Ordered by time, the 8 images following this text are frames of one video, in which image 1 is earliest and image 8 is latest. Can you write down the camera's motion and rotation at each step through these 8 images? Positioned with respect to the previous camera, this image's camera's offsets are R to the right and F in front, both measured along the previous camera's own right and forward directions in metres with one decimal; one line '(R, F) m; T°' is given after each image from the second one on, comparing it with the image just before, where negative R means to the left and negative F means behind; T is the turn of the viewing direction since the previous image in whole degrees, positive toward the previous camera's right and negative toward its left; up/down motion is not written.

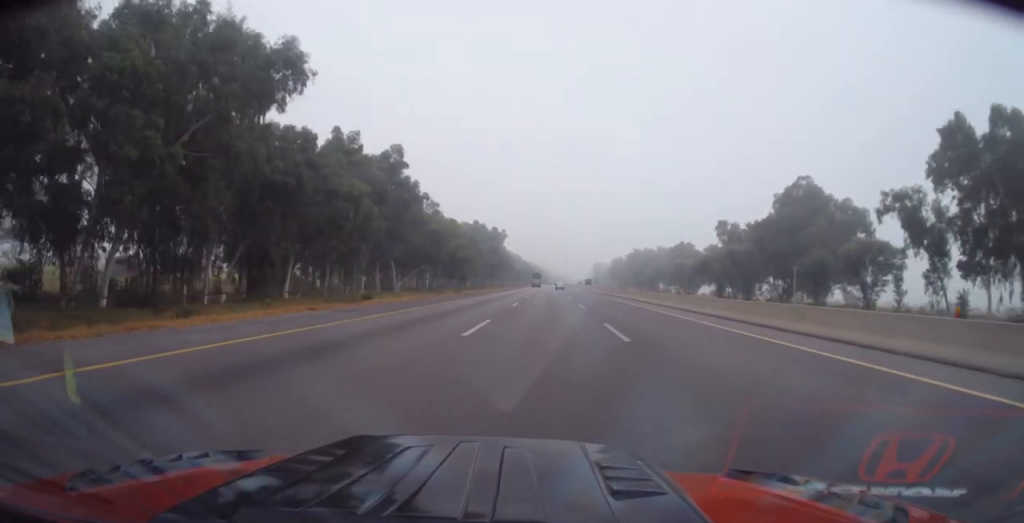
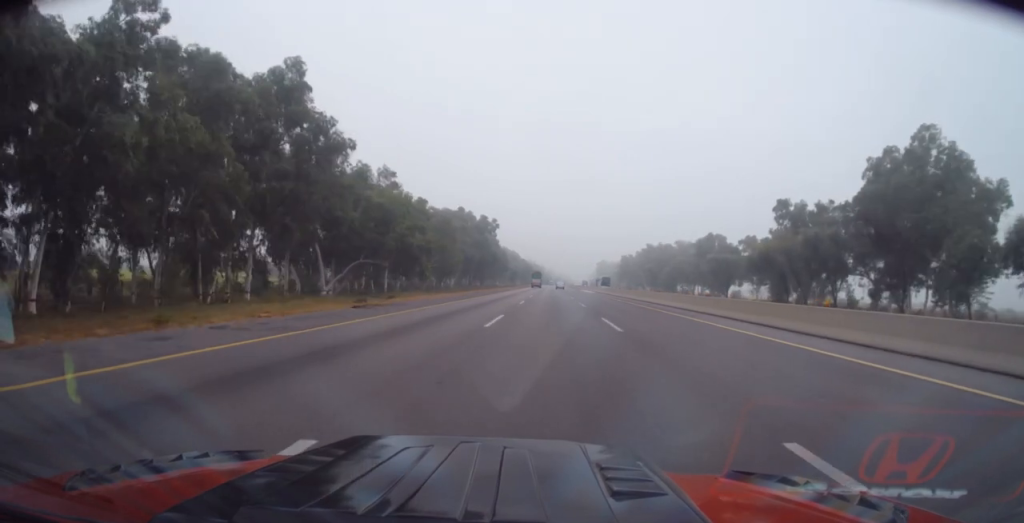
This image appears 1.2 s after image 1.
(+0.3, +33.0) m; +1°
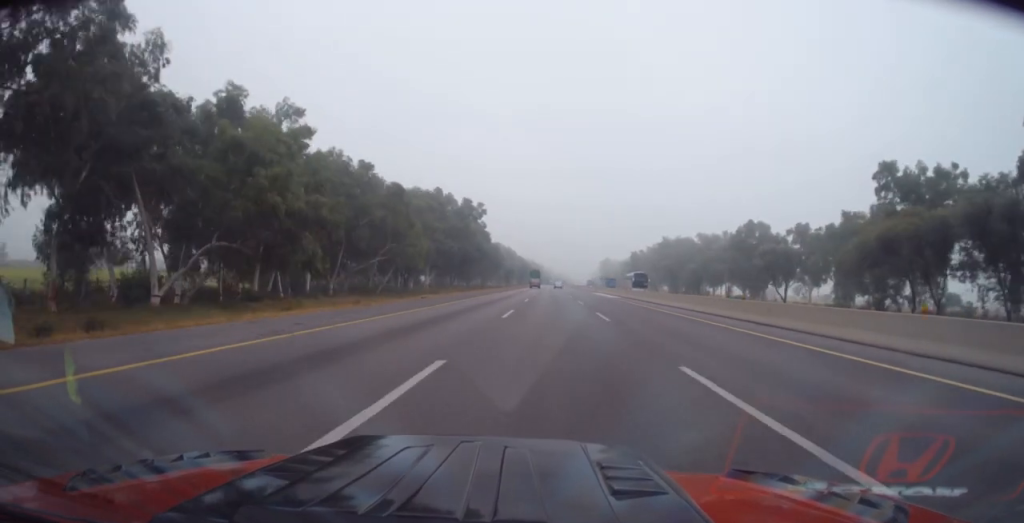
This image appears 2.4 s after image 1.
(-0.3, +30.9) m; -1°
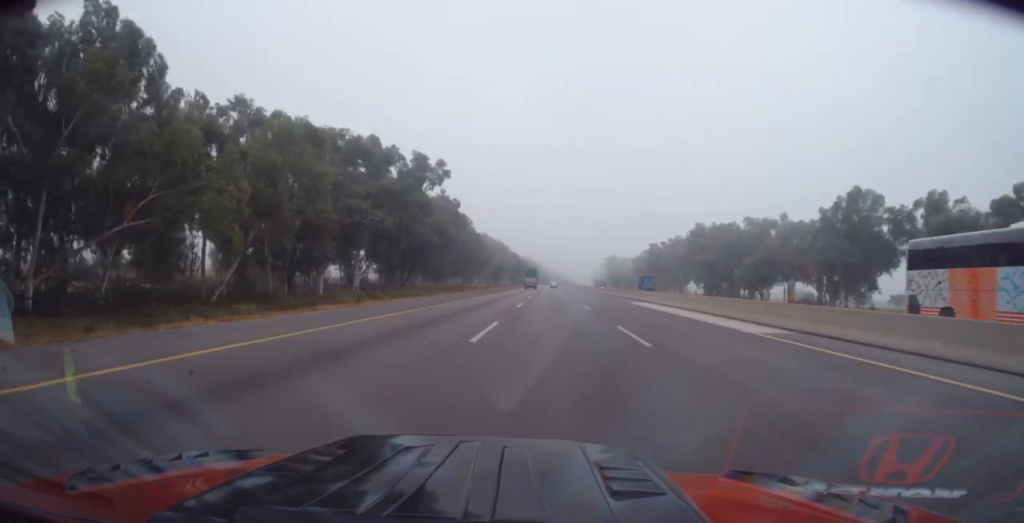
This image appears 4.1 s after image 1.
(0.0, +44.5) m; +1°
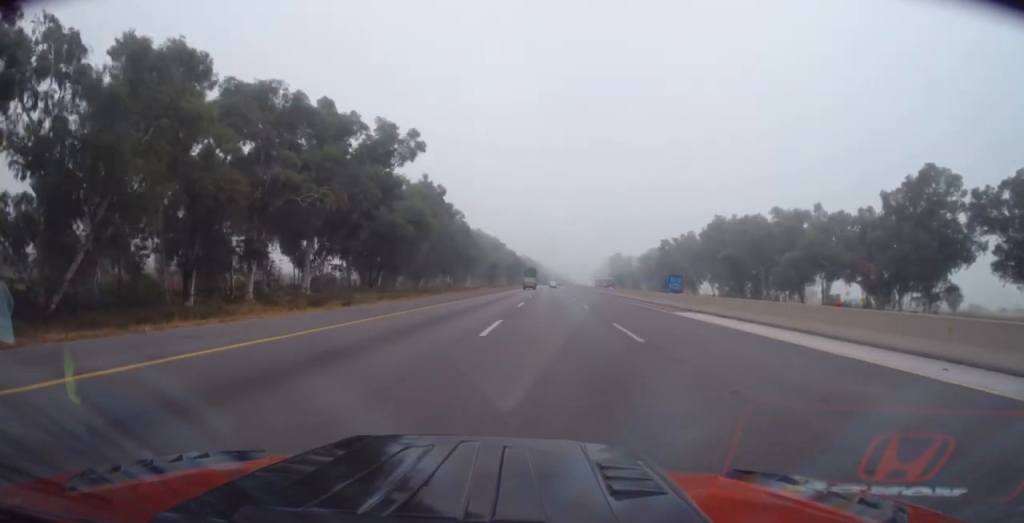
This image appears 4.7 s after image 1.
(+0.1, +16.9) m; 0°
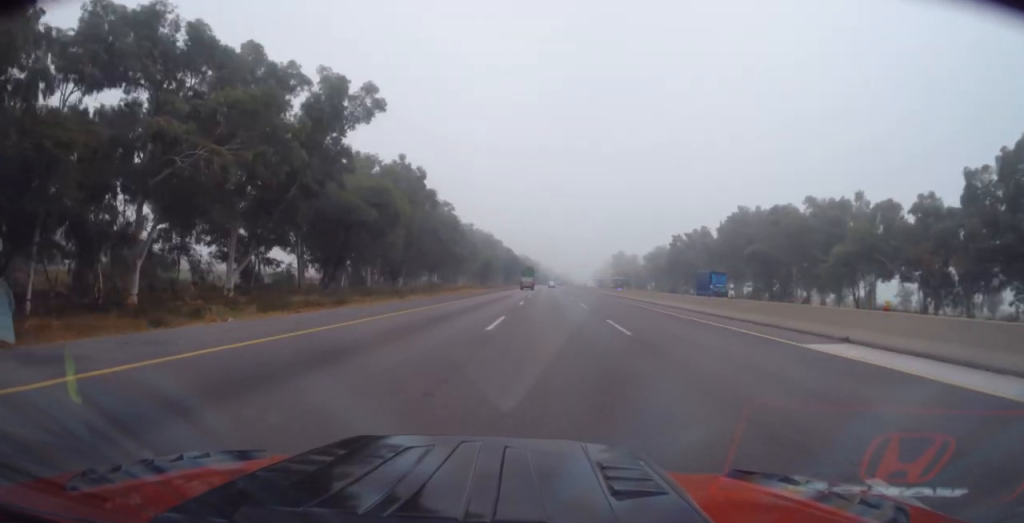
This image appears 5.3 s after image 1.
(+0.3, +16.0) m; 0°
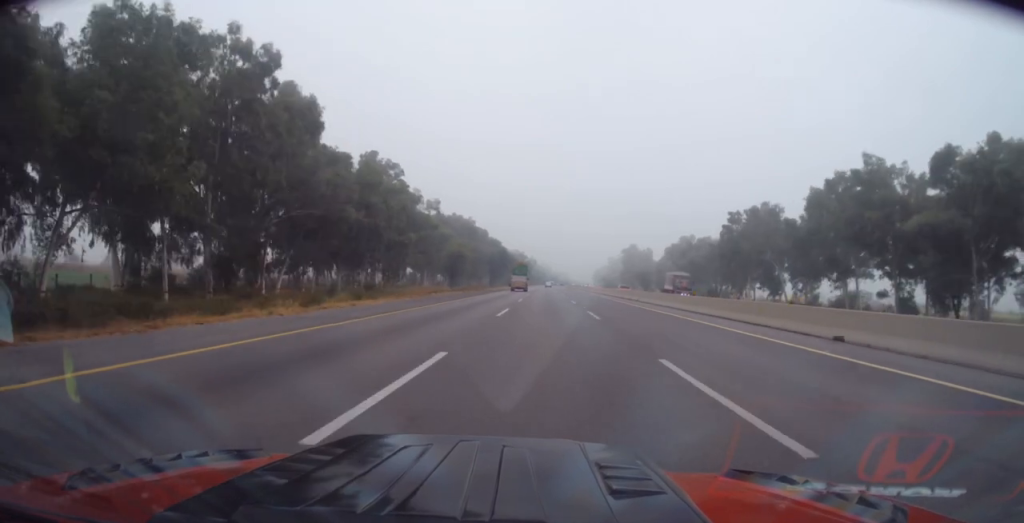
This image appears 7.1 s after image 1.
(-0.6, +47.2) m; 0°
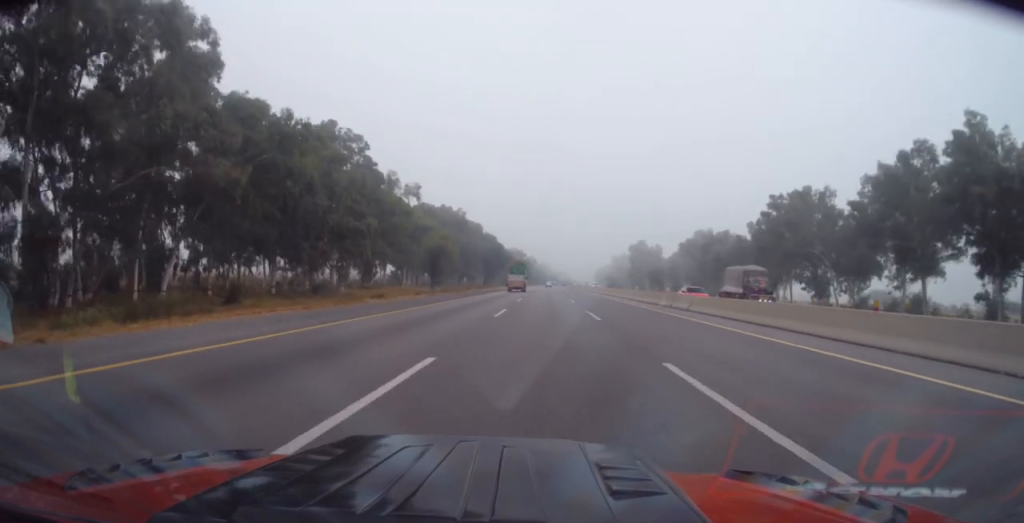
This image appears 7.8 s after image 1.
(+0.1, +18.6) m; 0°
